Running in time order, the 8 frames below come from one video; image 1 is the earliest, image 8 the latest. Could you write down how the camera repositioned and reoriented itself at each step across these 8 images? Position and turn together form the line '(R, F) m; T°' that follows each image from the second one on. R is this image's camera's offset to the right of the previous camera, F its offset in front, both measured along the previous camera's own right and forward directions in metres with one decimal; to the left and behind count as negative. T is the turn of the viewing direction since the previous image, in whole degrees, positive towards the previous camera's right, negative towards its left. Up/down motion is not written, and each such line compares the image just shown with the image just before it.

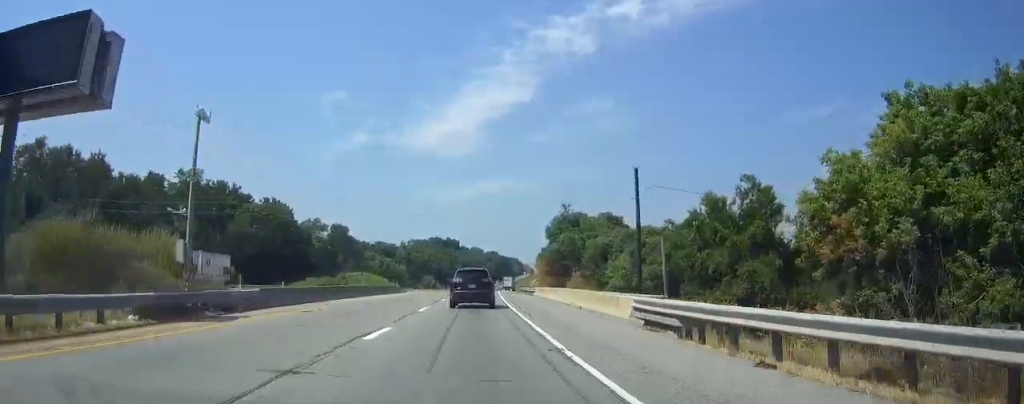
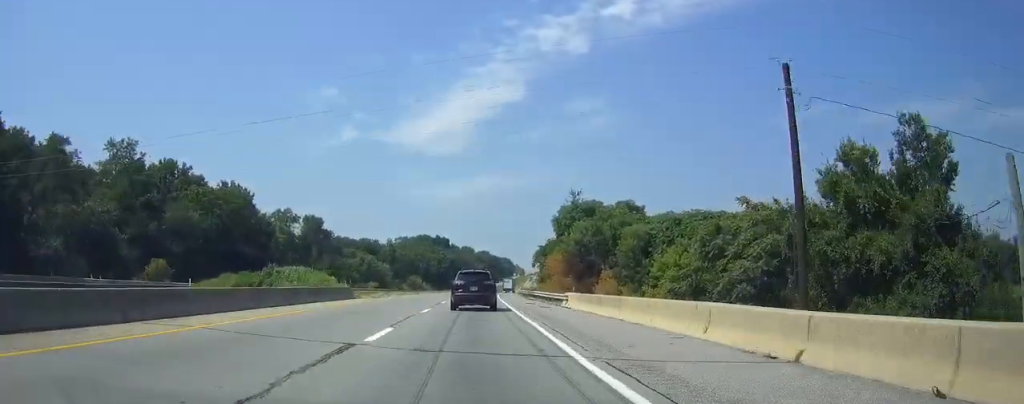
(+0.2, +24.7) m; +1°
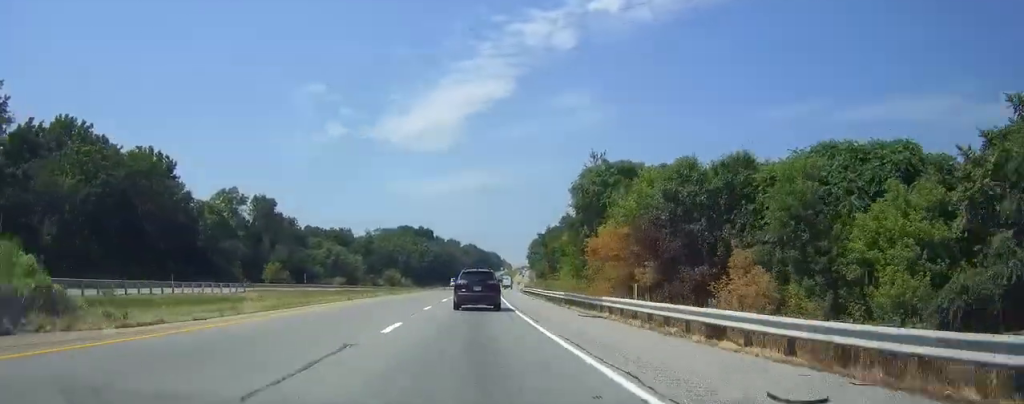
(+0.4, +34.5) m; +1°
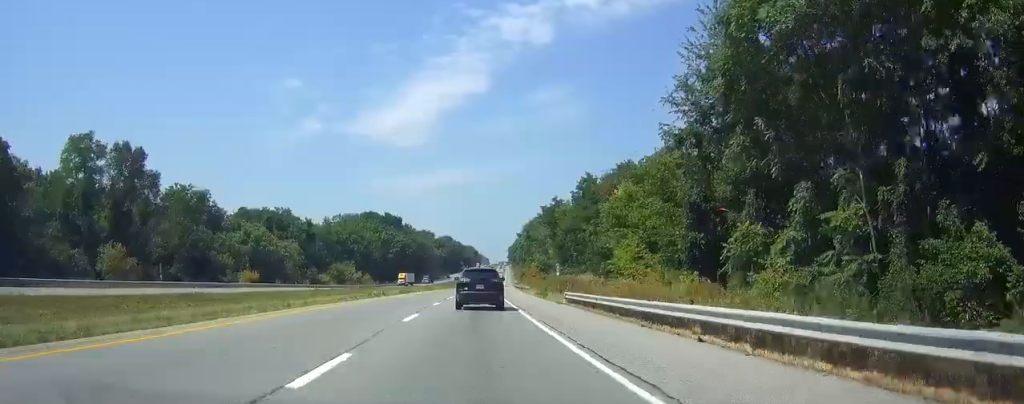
(+1.1, +56.3) m; +2°
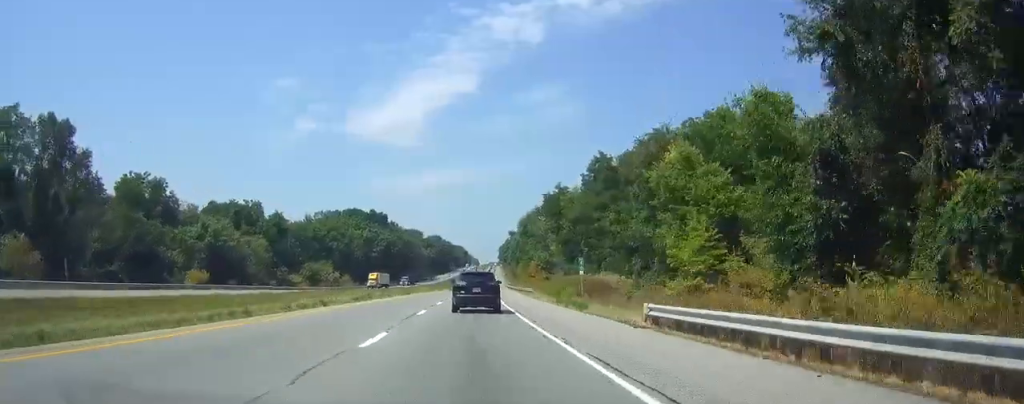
(-0.1, +18.9) m; +1°
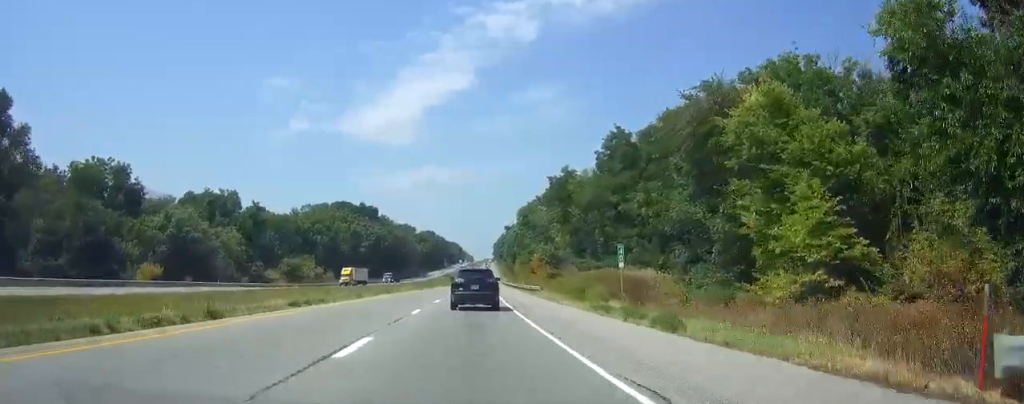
(+0.3, +14.0) m; +1°
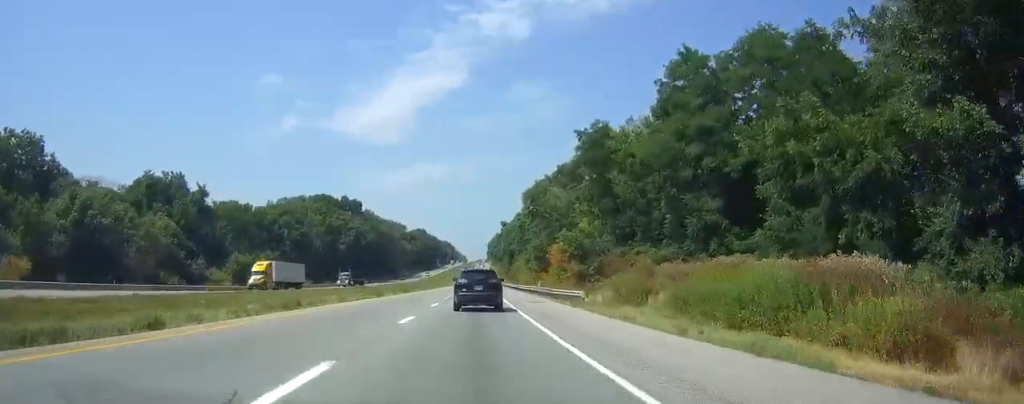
(+0.4, +28.2) m; +1°
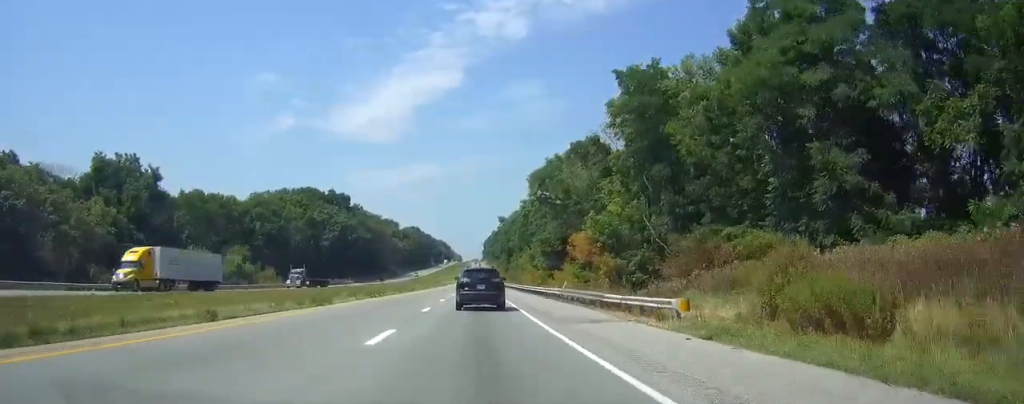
(-0.1, +18.2) m; 0°
